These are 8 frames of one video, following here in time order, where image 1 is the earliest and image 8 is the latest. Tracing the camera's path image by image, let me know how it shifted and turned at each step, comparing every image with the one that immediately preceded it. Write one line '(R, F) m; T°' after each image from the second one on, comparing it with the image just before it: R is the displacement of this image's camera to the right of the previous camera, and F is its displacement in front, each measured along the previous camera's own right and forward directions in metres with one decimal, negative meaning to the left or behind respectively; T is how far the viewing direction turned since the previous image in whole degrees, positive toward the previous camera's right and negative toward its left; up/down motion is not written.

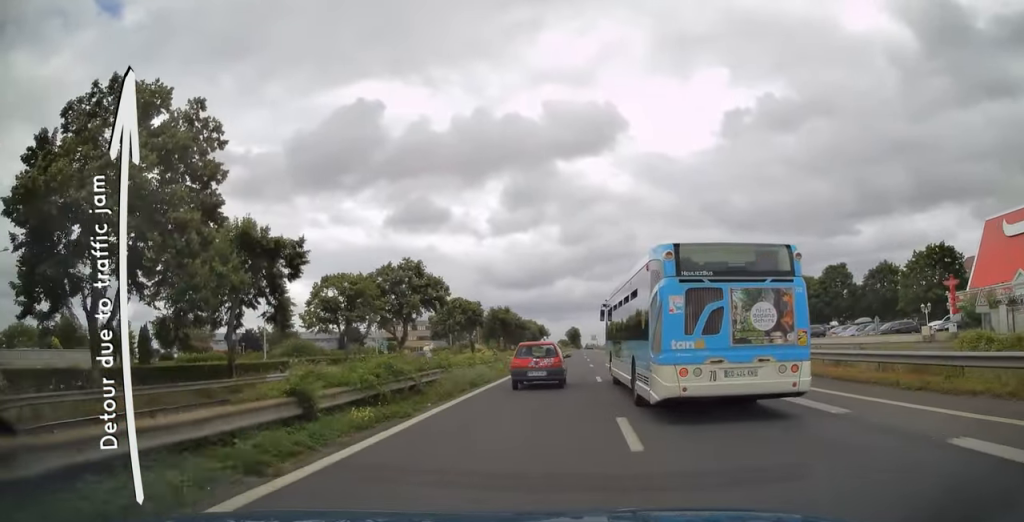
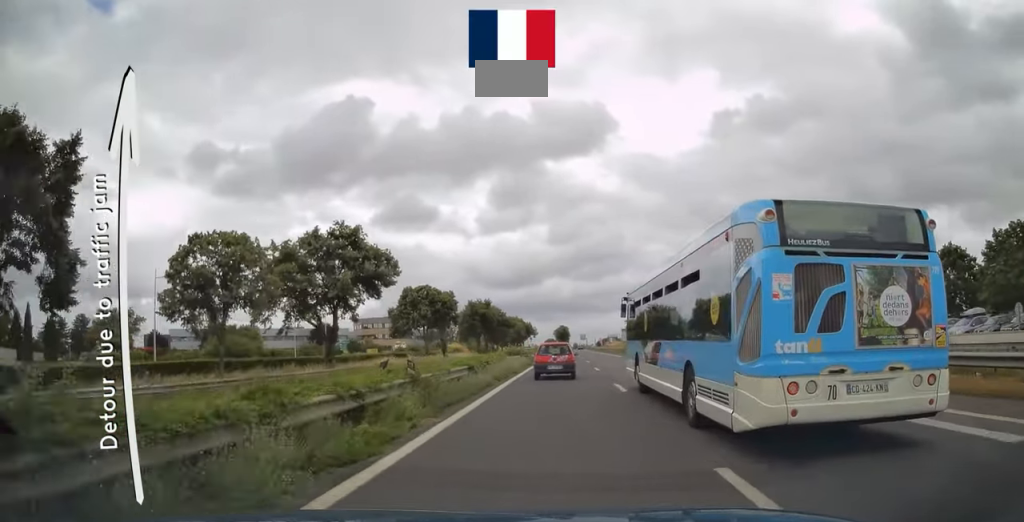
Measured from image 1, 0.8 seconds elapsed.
(+0.1, +17.4) m; +1°
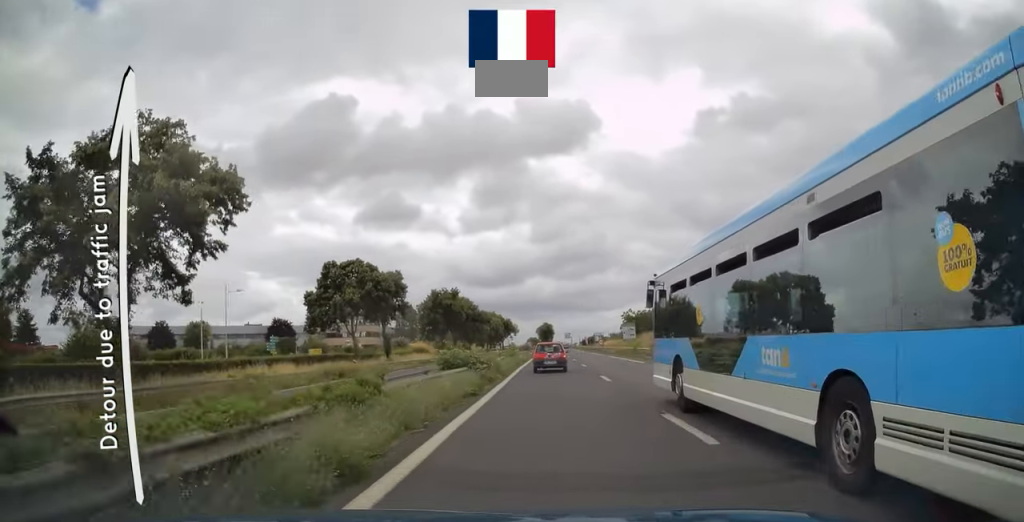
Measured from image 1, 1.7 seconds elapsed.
(+0.1, +21.9) m; +1°
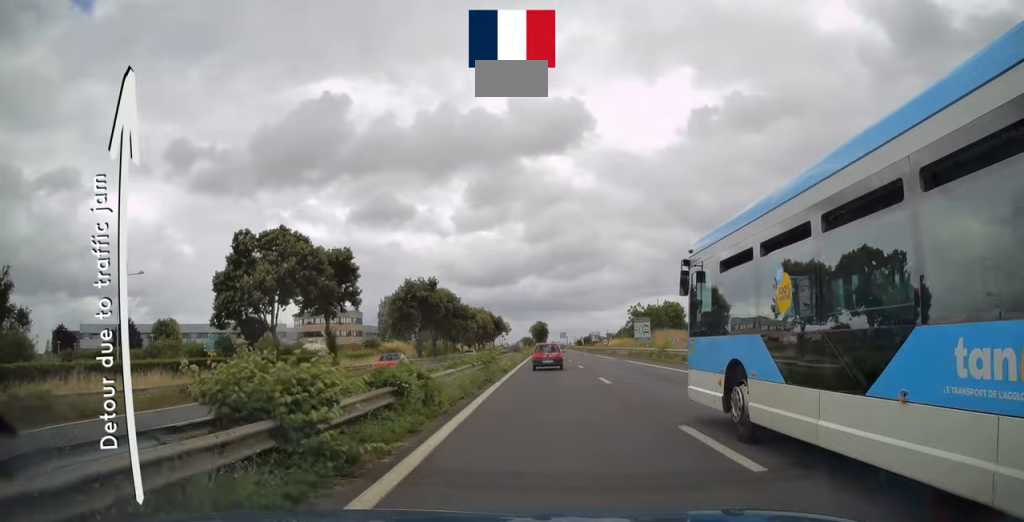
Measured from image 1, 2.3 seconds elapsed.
(+0.3, +14.8) m; 0°
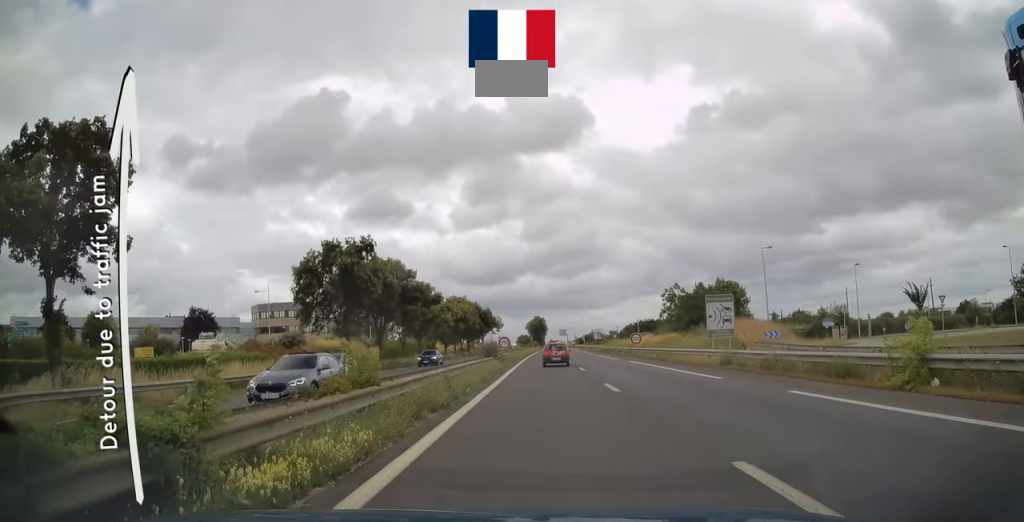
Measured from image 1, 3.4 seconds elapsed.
(-0.2, +29.1) m; 0°
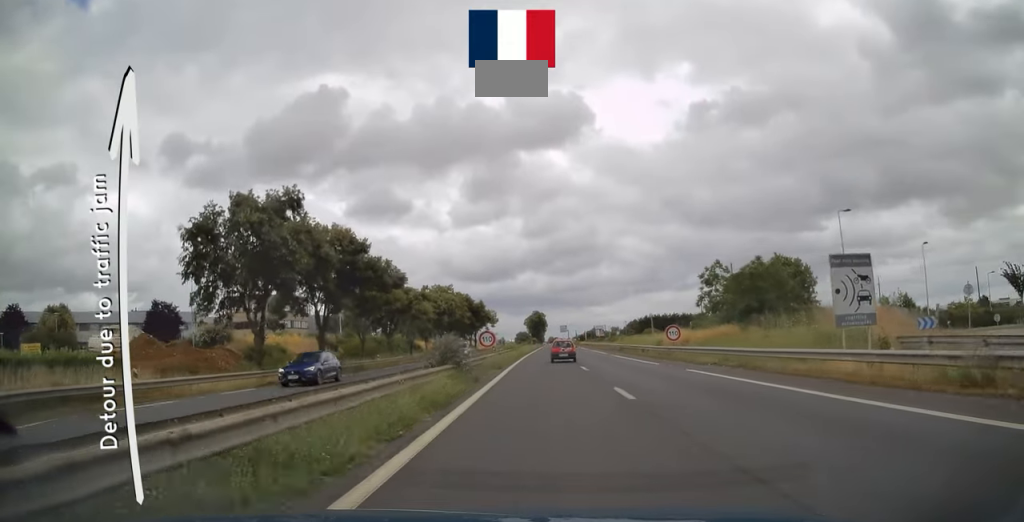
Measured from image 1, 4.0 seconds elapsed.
(+0.3, +16.1) m; 0°
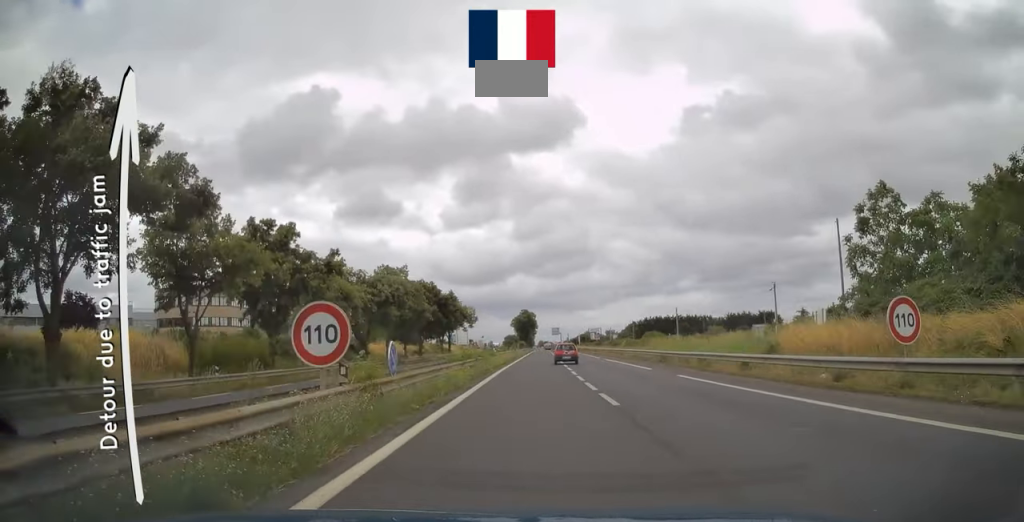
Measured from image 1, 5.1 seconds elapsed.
(-0.1, +27.0) m; +1°
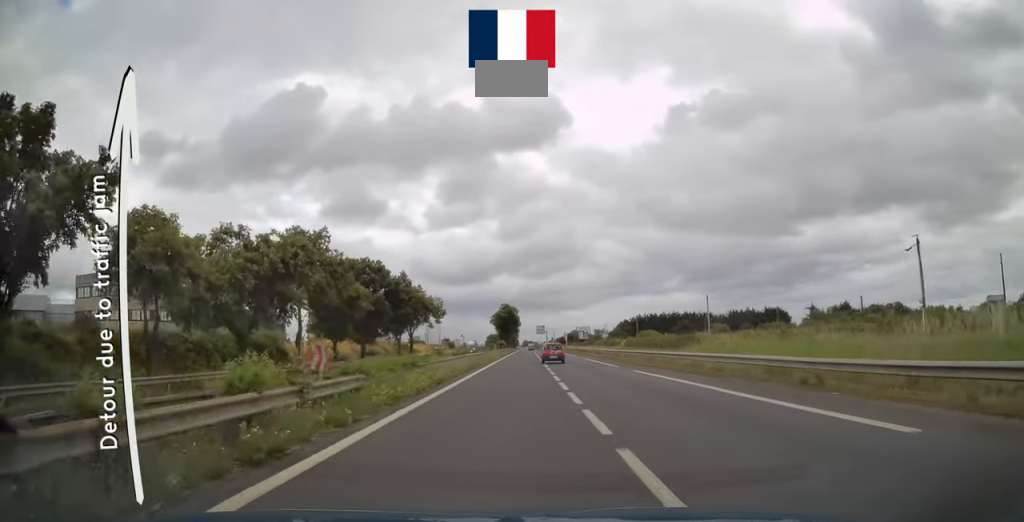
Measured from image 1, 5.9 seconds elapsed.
(+0.3, +22.2) m; +1°
